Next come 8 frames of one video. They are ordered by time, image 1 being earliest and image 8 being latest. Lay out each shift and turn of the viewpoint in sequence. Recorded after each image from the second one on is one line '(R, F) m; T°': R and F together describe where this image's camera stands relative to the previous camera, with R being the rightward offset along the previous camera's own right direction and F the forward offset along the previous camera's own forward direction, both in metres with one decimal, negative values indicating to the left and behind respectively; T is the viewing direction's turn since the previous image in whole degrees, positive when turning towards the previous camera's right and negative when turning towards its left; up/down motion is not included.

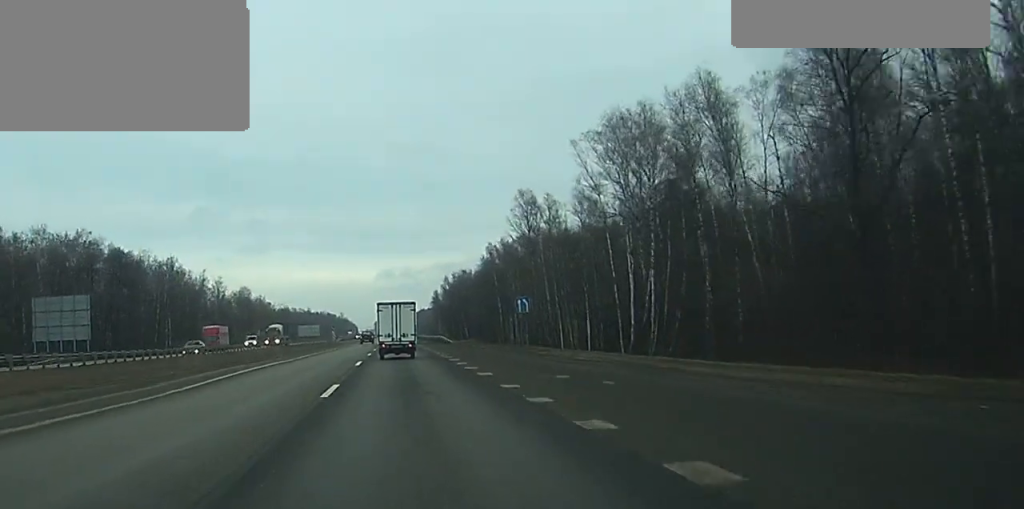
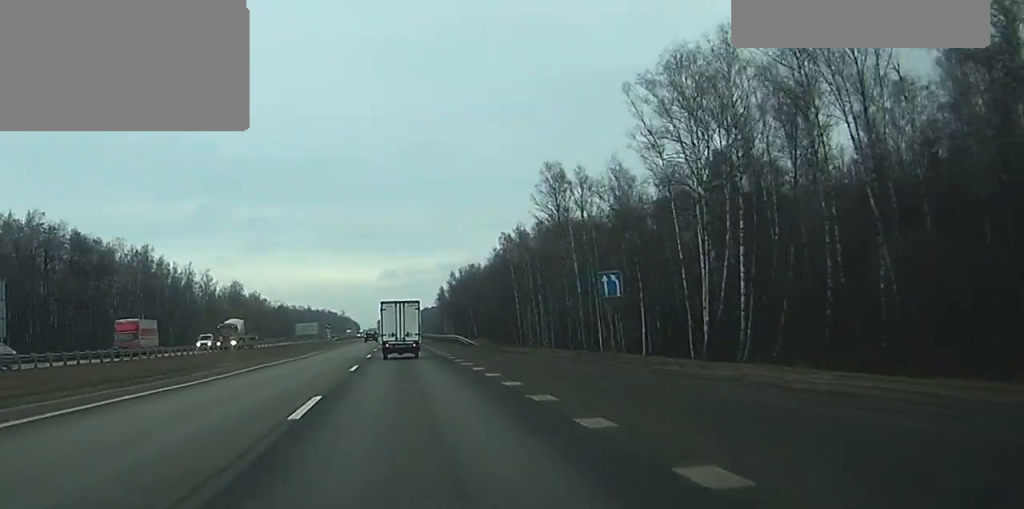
(0.0, +21.3) m; 0°
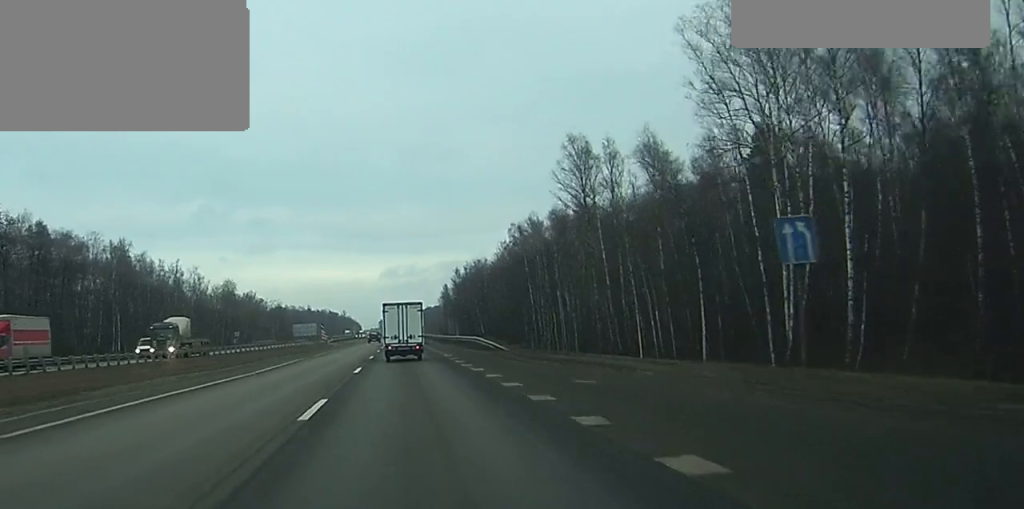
(0.0, +15.3) m; 0°
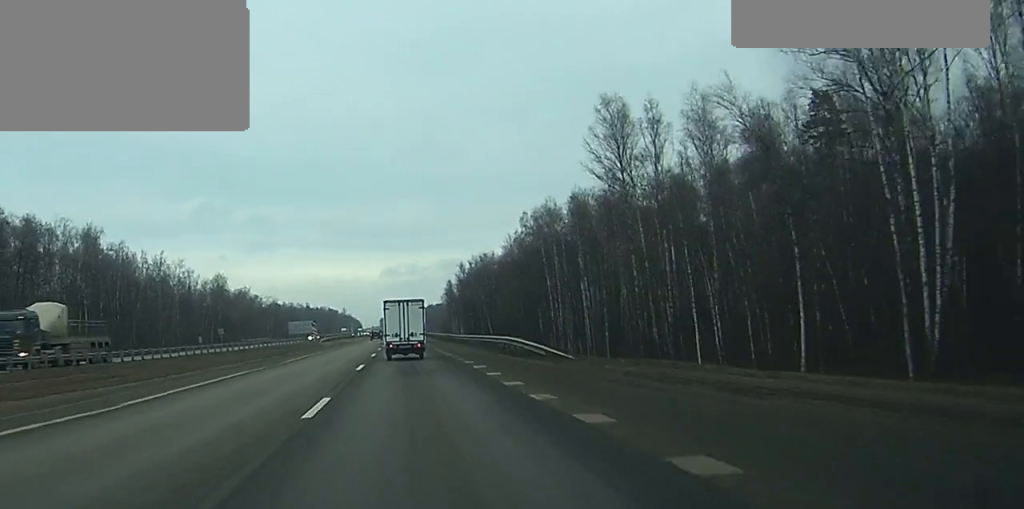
(0.0, +16.1) m; 0°
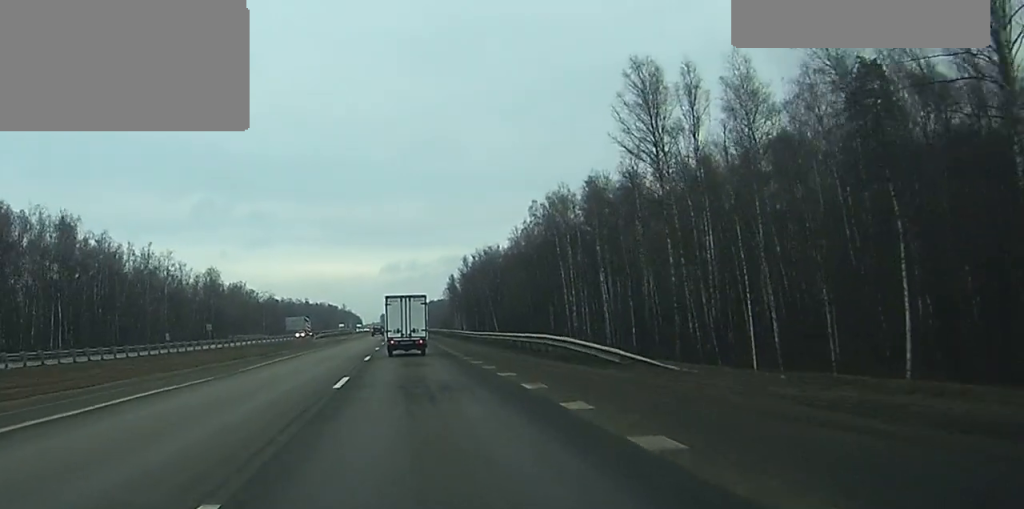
(0.0, +10.7) m; 0°
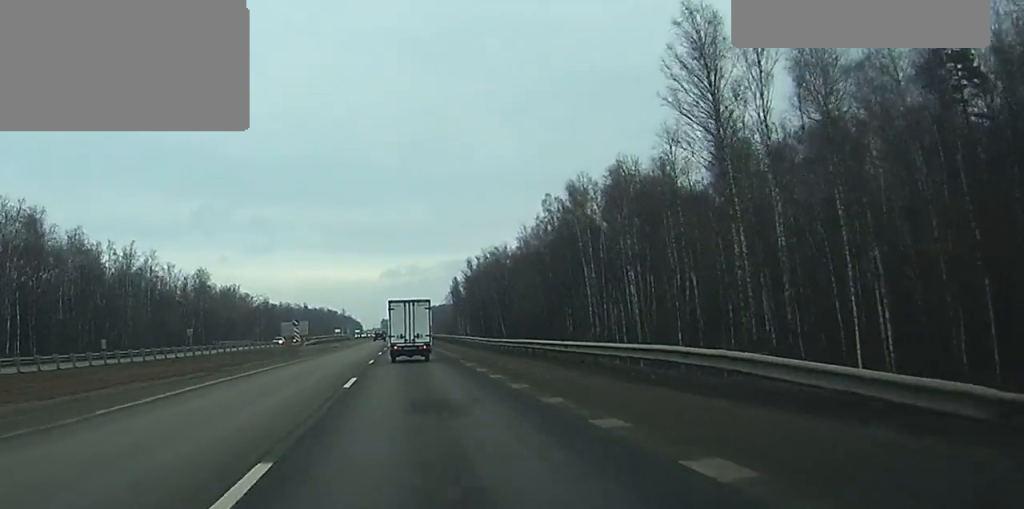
(0.0, +13.8) m; 0°
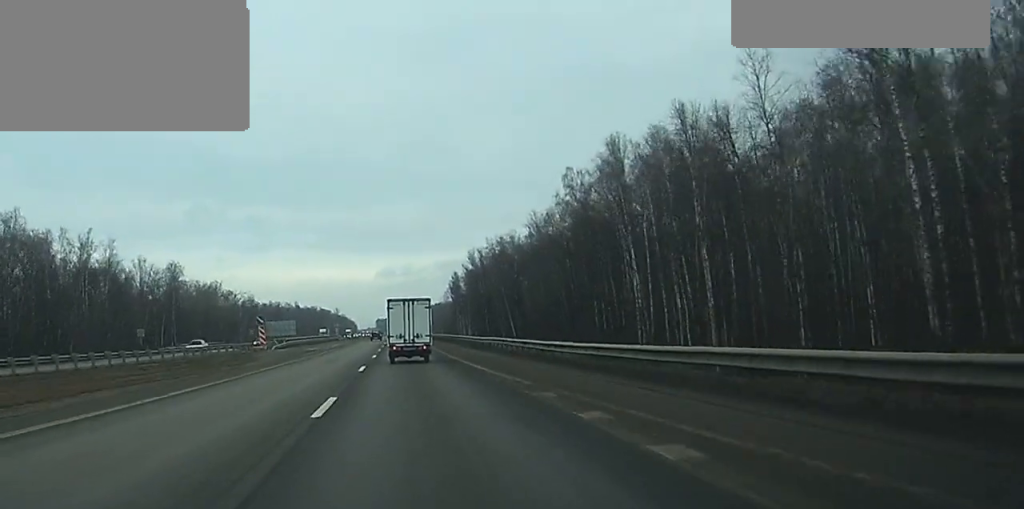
(+0.1, +23.1) m; 0°
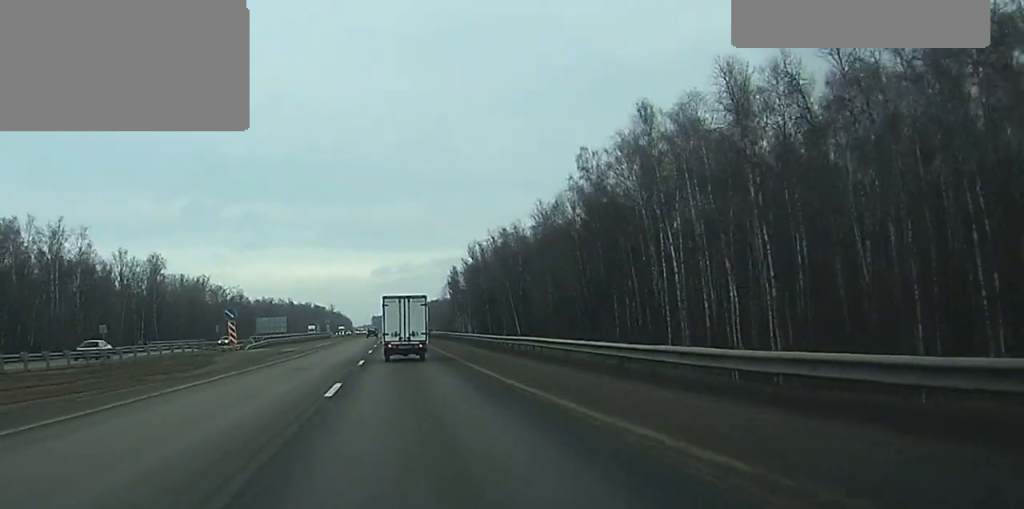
(+0.1, +12.4) m; 0°
